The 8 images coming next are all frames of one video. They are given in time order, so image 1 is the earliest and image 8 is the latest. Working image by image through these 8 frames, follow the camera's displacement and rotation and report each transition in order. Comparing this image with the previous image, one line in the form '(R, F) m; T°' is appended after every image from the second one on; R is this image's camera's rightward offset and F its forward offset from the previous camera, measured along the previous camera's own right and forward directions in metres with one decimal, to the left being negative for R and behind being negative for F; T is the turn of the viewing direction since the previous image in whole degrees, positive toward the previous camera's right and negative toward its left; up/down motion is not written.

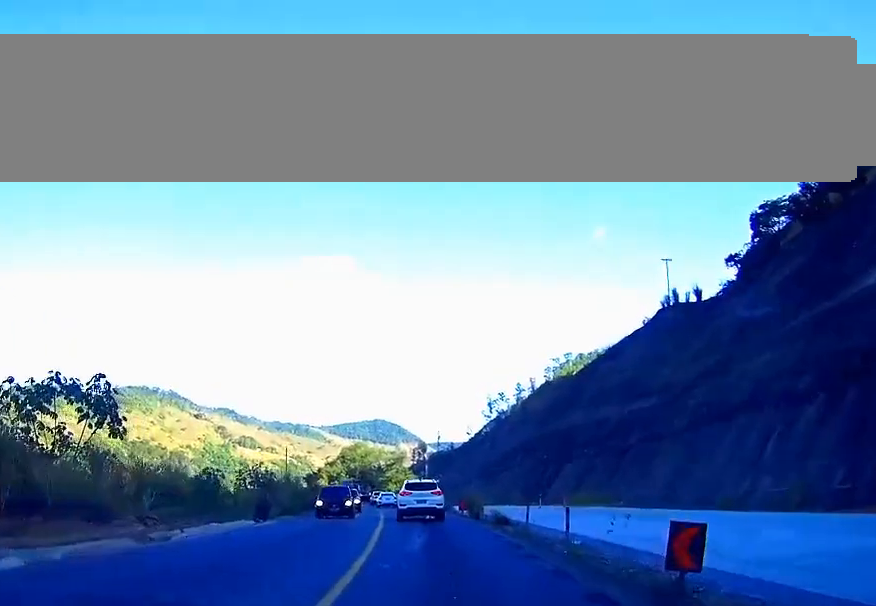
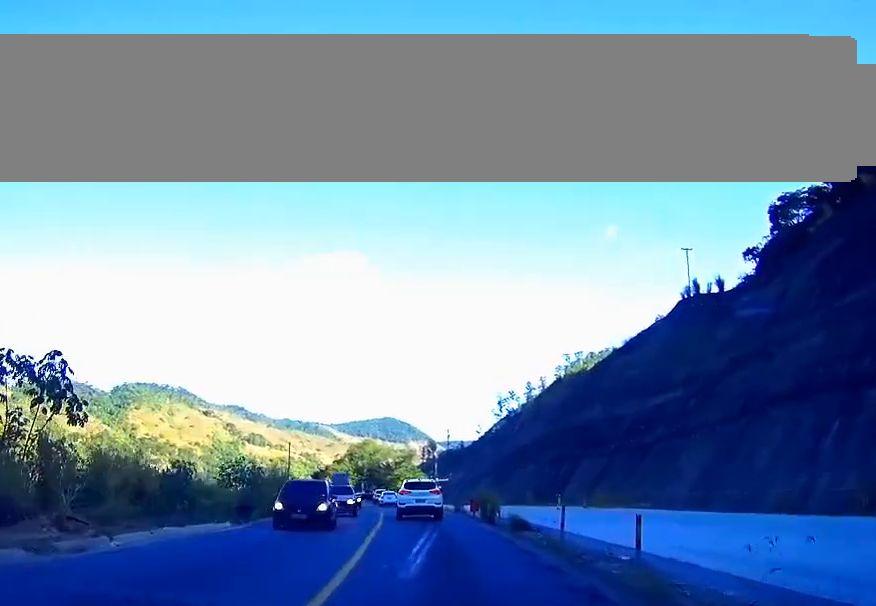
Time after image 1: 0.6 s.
(-0.1, +5.8) m; -1°
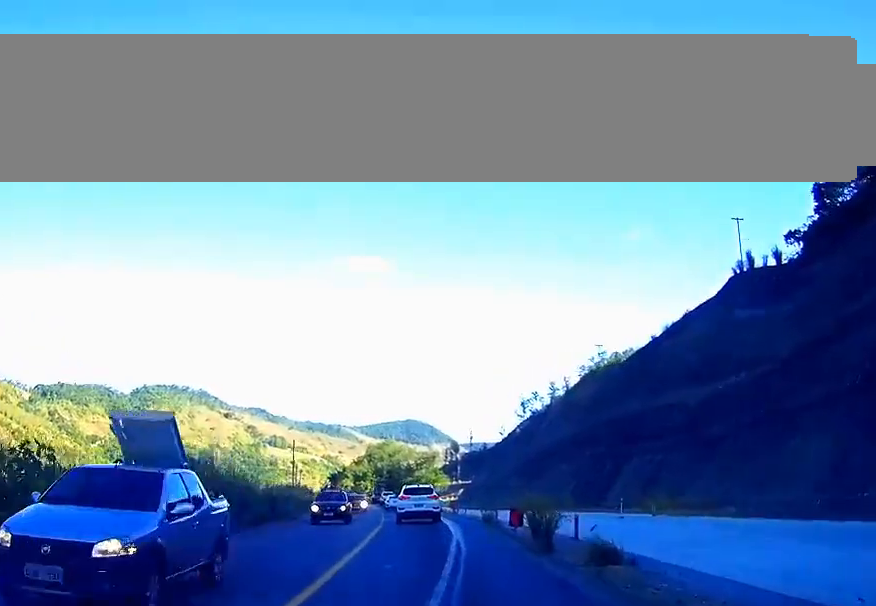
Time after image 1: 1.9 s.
(-0.1, +14.5) m; -2°
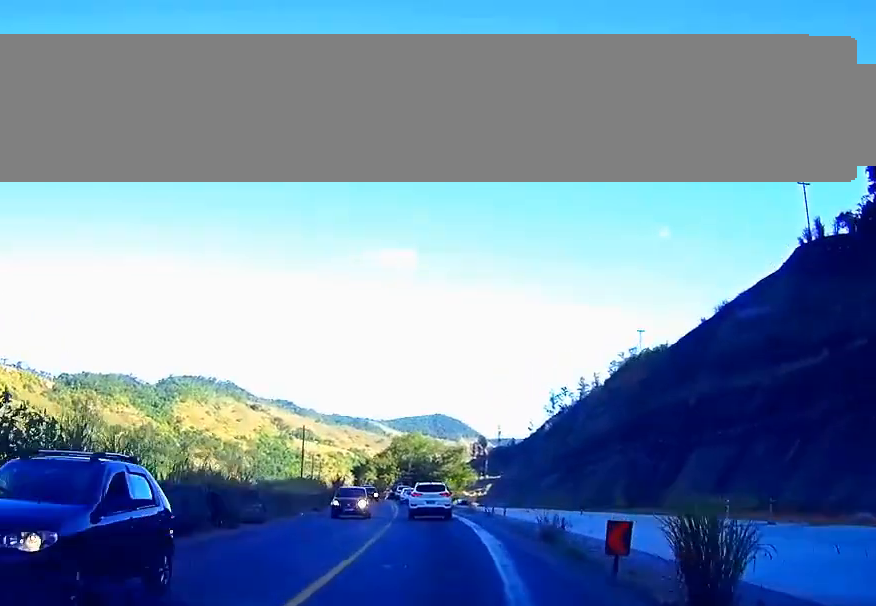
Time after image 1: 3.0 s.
(-0.4, +13.4) m; -2°
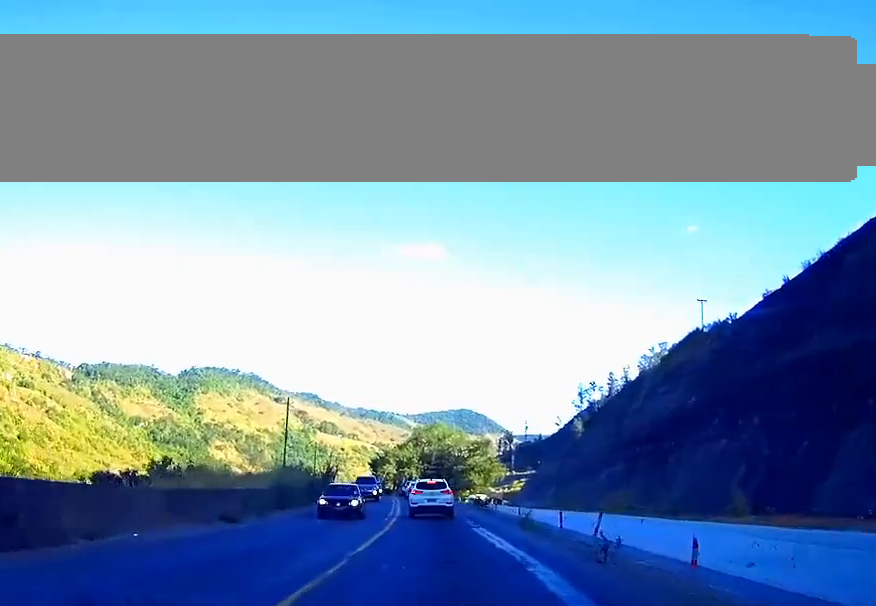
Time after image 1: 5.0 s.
(-0.4, +25.4) m; -1°
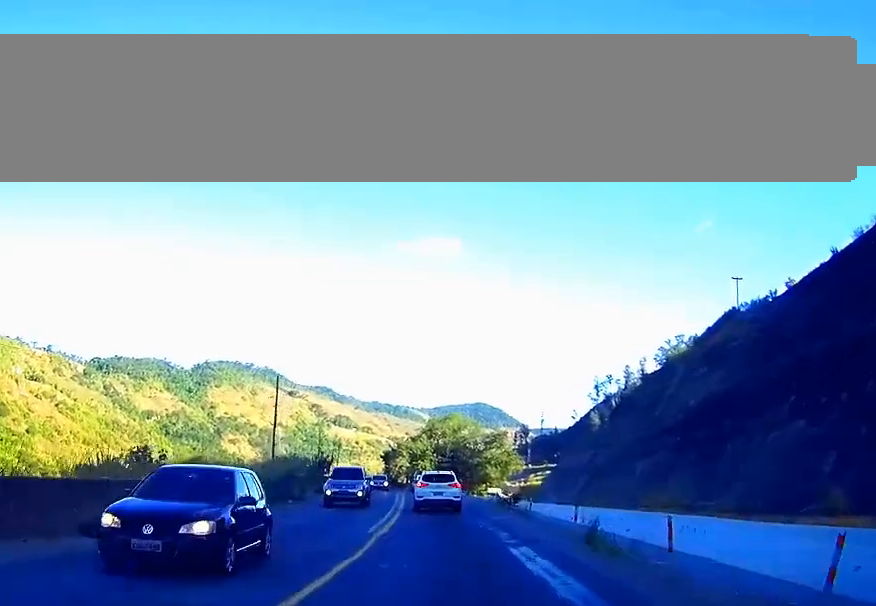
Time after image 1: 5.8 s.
(+0.1, +11.4) m; 0°
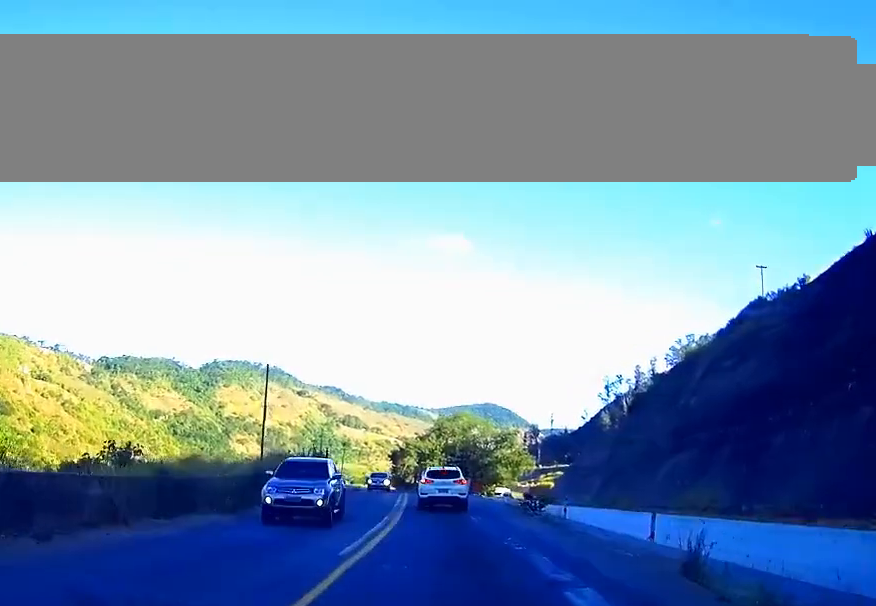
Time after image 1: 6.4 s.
(-0.1, +7.5) m; -1°
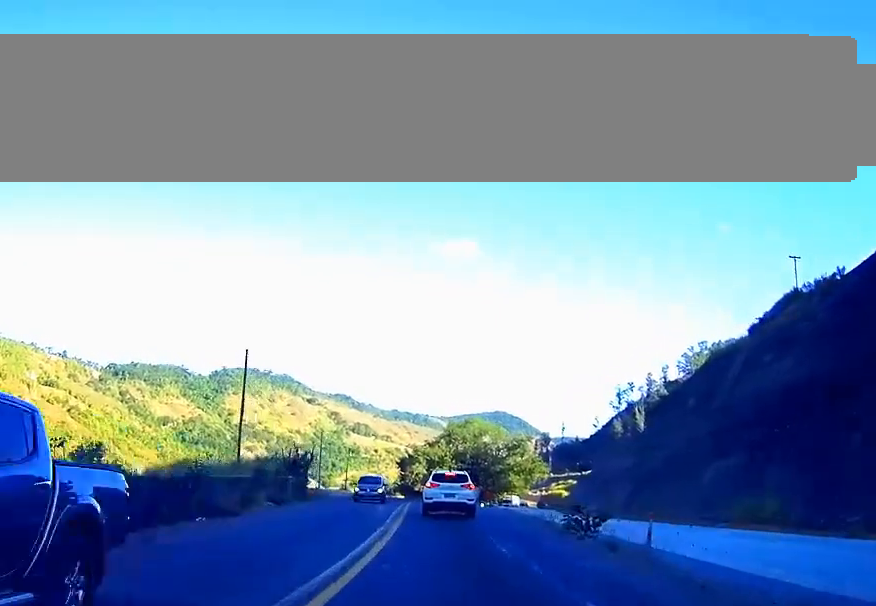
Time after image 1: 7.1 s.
(-0.1, +9.9) m; -1°
